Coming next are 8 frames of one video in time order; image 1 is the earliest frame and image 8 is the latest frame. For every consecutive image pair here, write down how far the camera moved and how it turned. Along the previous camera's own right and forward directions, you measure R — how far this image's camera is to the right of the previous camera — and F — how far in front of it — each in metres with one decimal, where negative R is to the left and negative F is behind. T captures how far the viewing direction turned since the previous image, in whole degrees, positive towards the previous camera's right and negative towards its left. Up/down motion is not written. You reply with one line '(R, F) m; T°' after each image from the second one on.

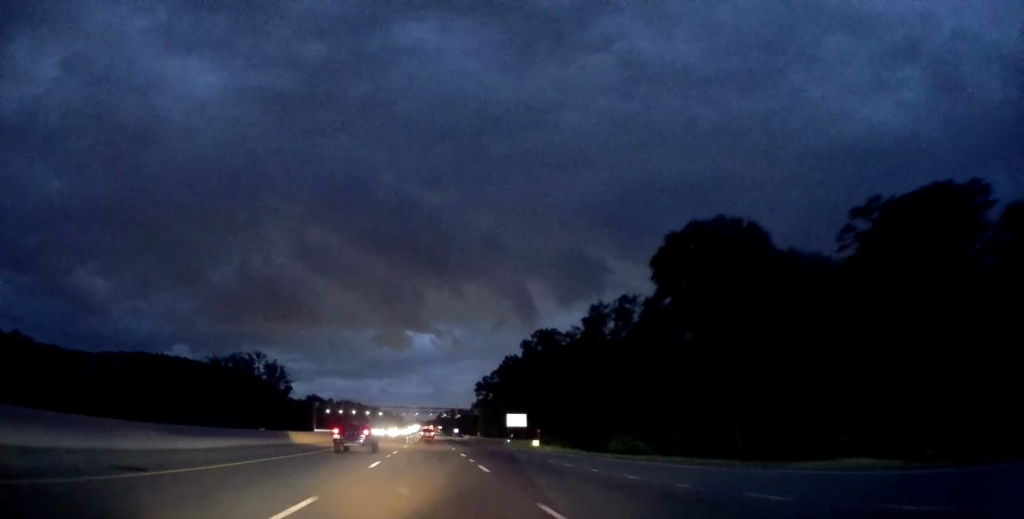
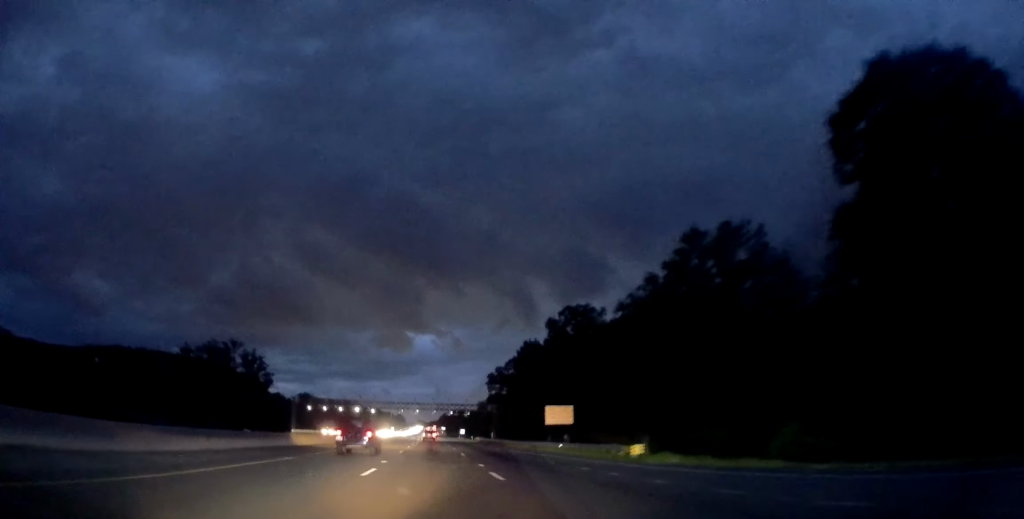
(0.0, +26.6) m; 0°
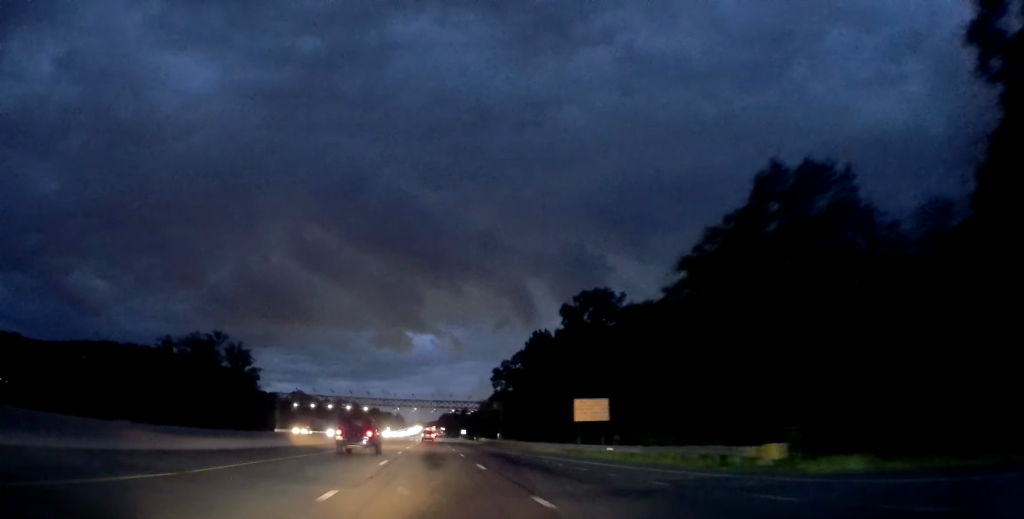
(-0.1, +12.4) m; 0°
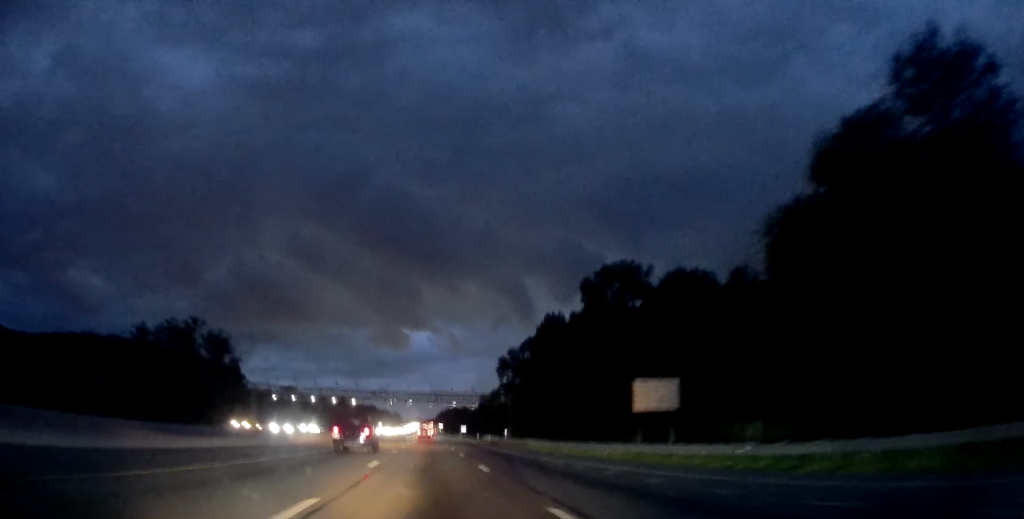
(0.0, +15.6) m; 0°
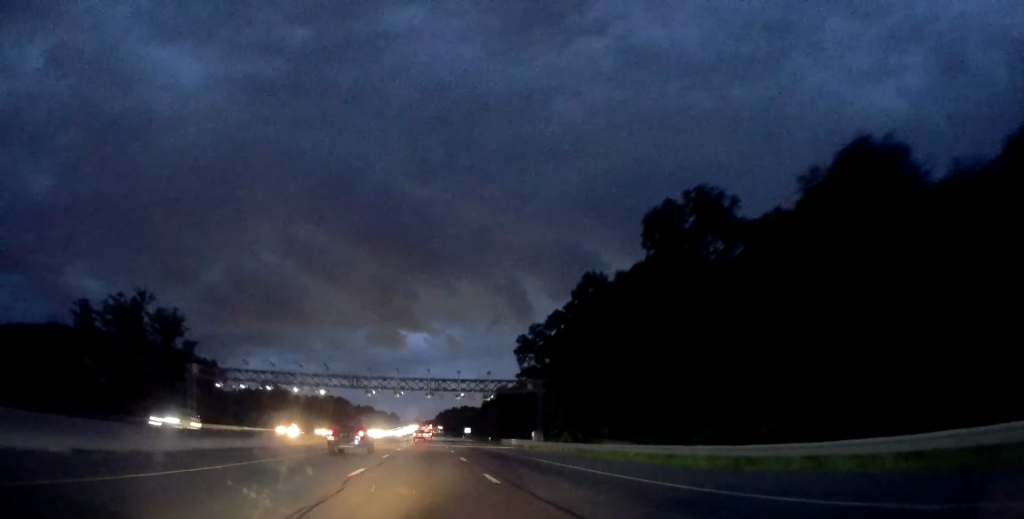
(+0.1, +27.1) m; +1°
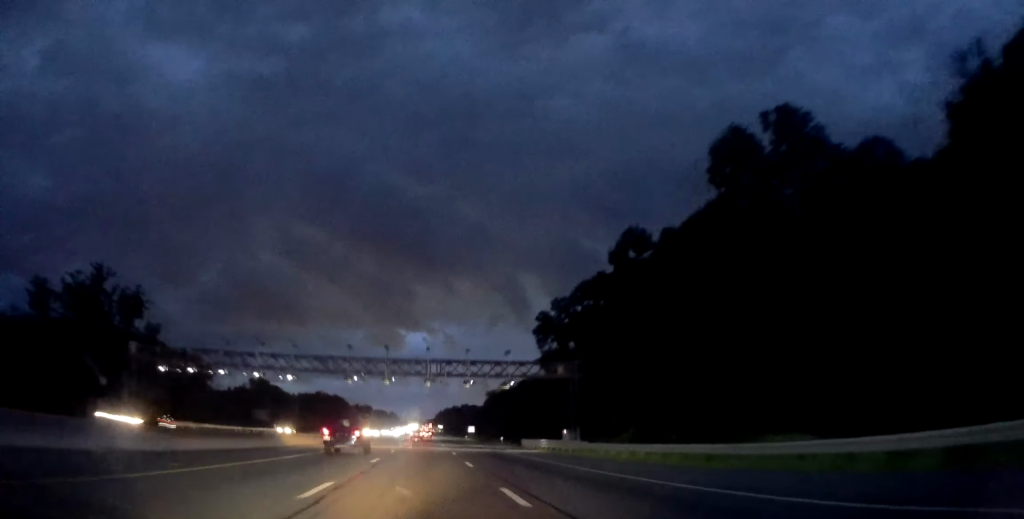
(+0.2, +16.7) m; +1°
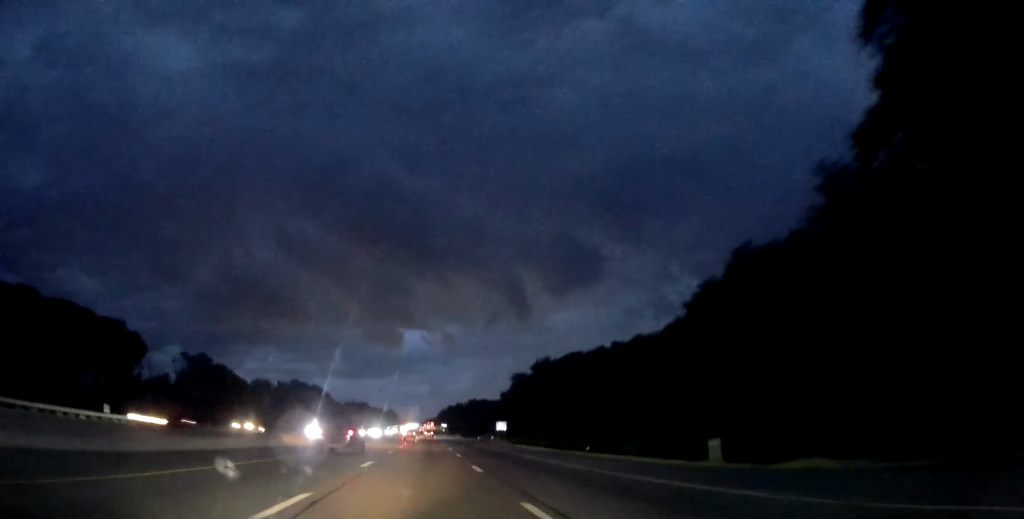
(+0.4, +61.9) m; -1°
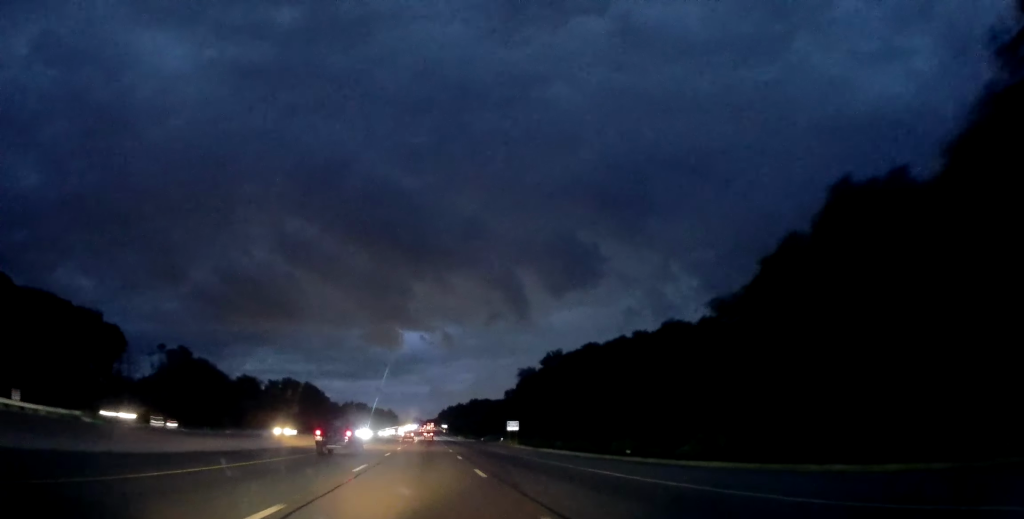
(0.0, +13.6) m; 0°
